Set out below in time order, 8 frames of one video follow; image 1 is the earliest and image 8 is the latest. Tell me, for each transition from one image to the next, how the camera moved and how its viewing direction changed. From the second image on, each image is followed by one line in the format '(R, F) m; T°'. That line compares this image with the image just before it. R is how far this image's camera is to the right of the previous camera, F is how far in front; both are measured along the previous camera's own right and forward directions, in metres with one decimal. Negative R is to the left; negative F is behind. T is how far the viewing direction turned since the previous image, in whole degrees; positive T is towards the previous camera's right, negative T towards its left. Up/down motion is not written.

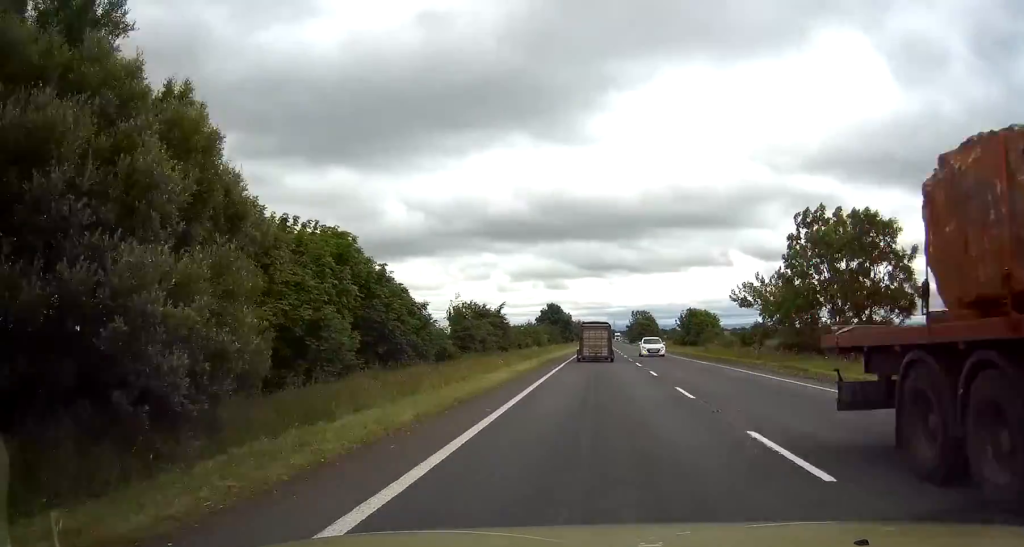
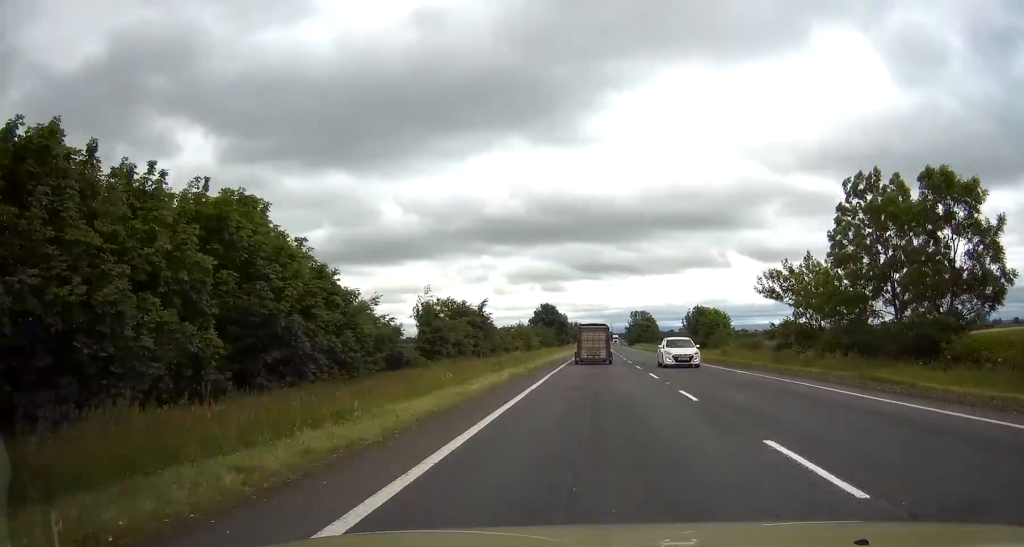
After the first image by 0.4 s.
(0.0, +10.2) m; 0°
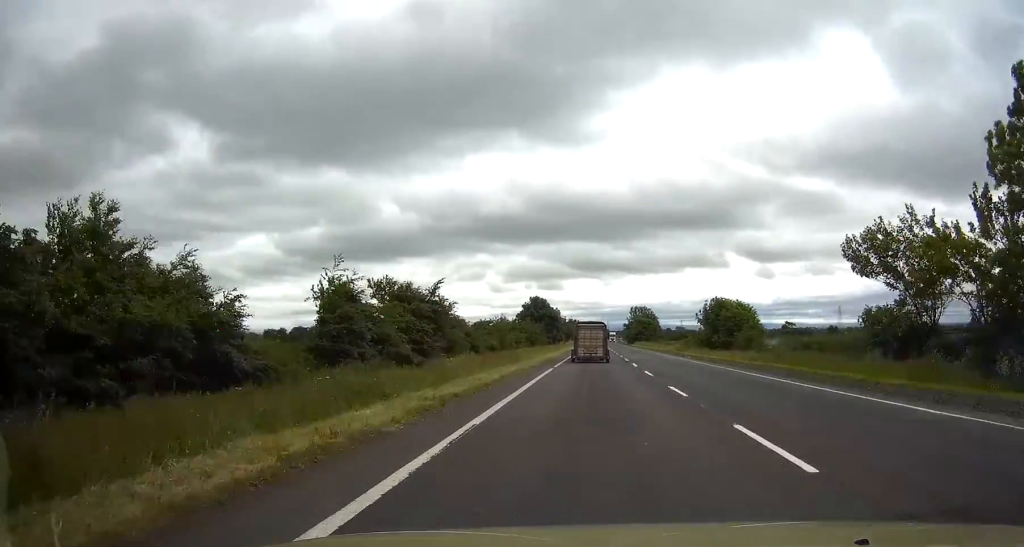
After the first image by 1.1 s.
(0.0, +17.8) m; 0°
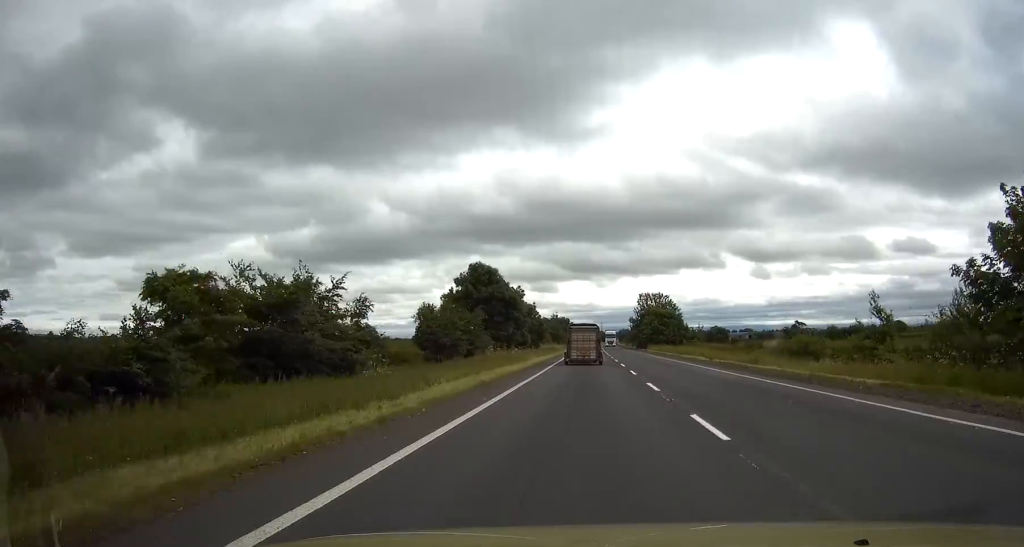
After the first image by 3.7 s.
(+0.5, +64.0) m; 0°
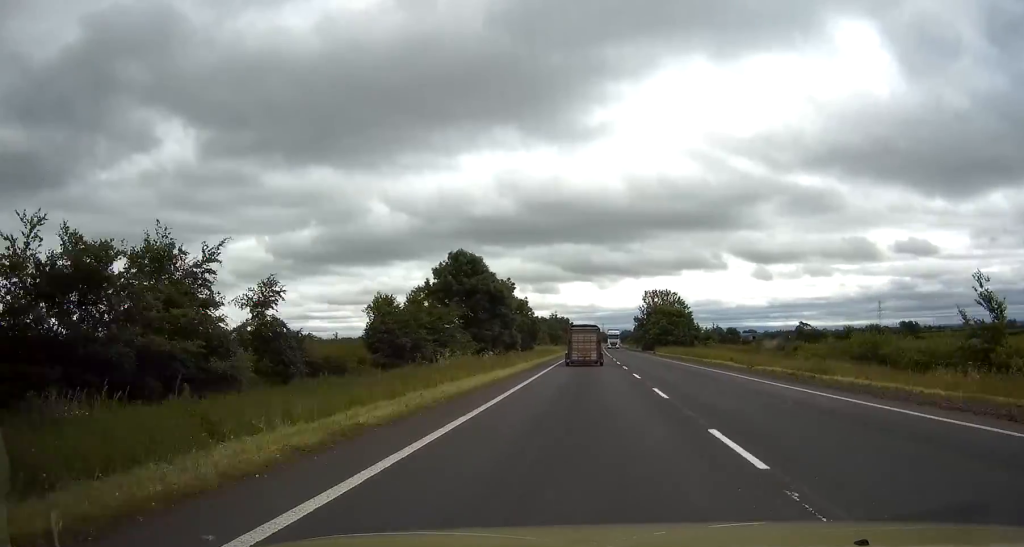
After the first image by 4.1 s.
(0.0, +11.6) m; 0°
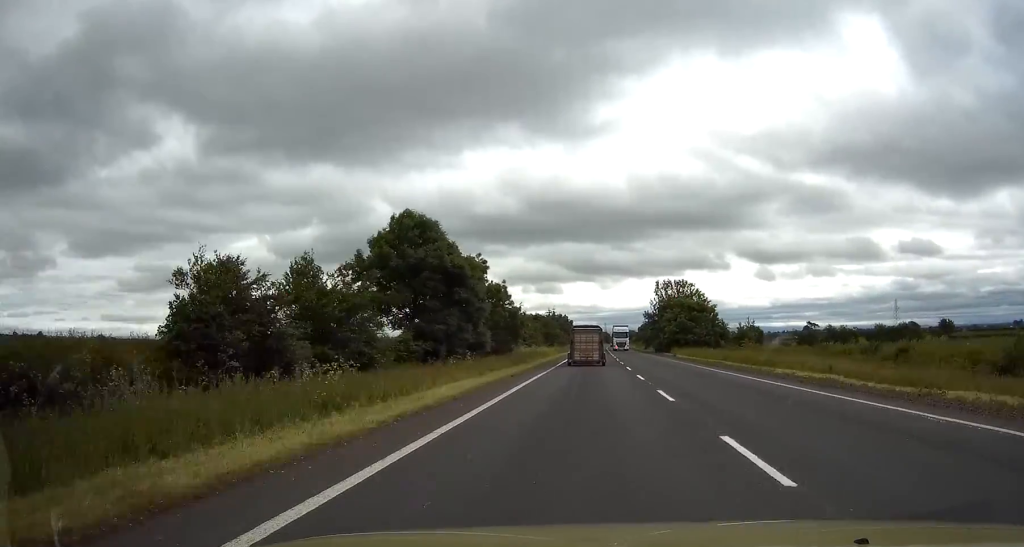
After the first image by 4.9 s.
(-0.1, +20.0) m; 0°
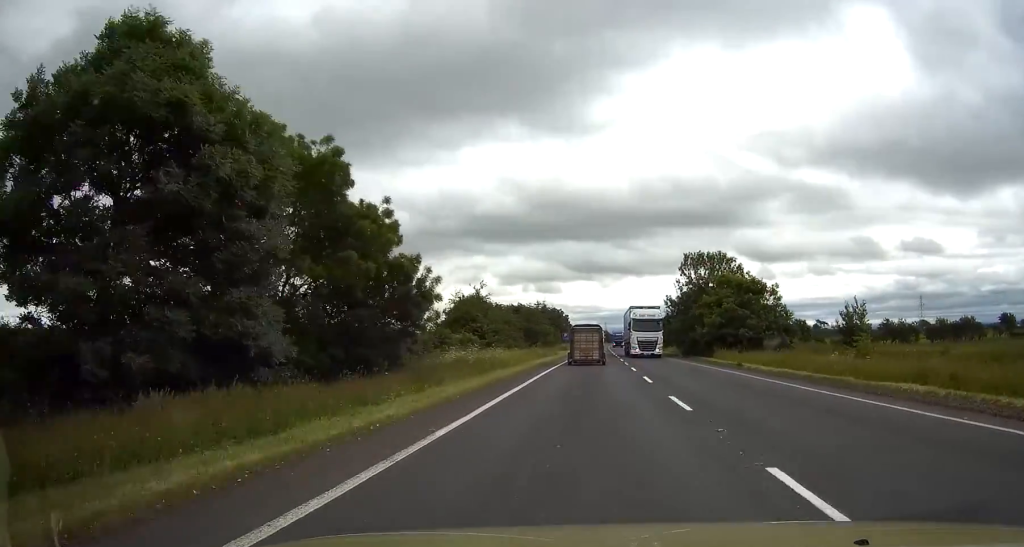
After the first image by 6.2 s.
(0.0, +31.0) m; 0°
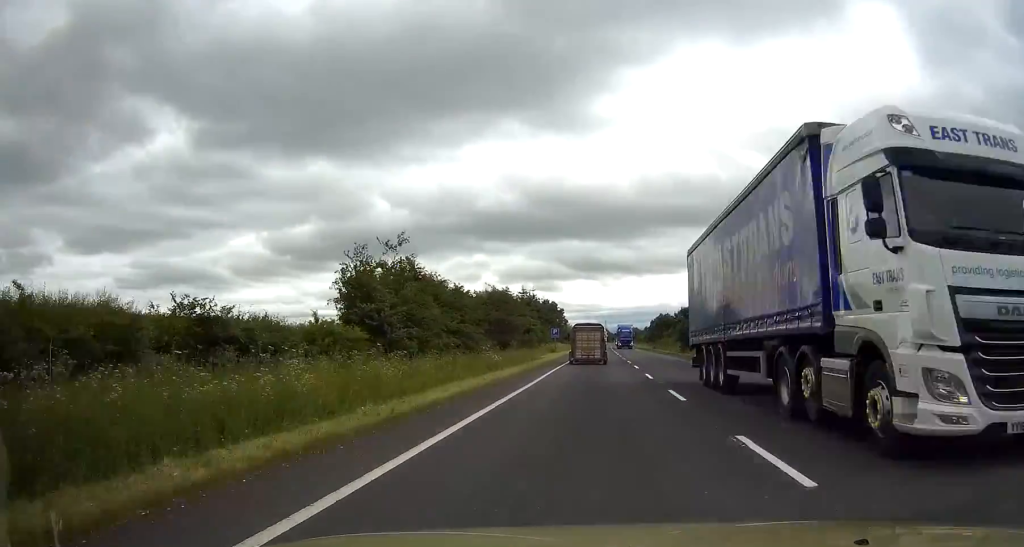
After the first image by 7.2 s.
(+0.2, +26.0) m; 0°
